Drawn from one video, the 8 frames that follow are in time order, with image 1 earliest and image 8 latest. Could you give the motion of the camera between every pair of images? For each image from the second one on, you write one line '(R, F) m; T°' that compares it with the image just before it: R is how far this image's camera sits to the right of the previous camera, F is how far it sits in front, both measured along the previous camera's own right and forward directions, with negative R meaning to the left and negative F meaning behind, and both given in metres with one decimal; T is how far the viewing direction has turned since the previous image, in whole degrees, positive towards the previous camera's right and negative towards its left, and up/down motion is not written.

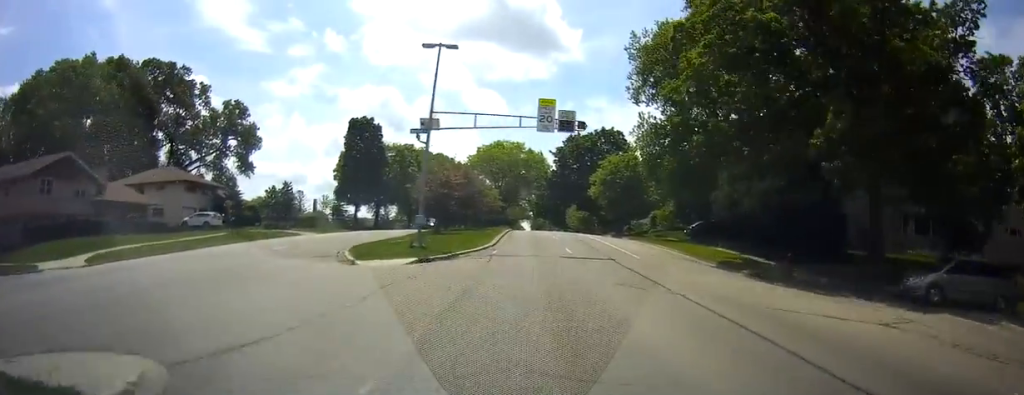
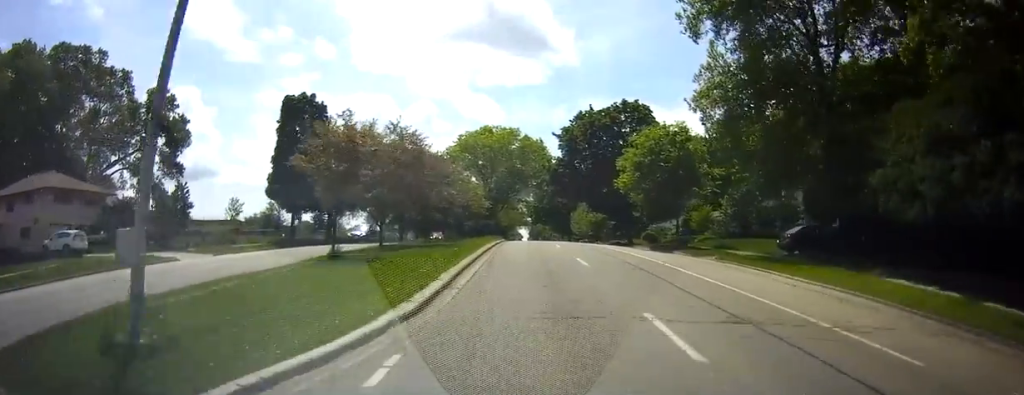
(0.0, +20.2) m; 0°
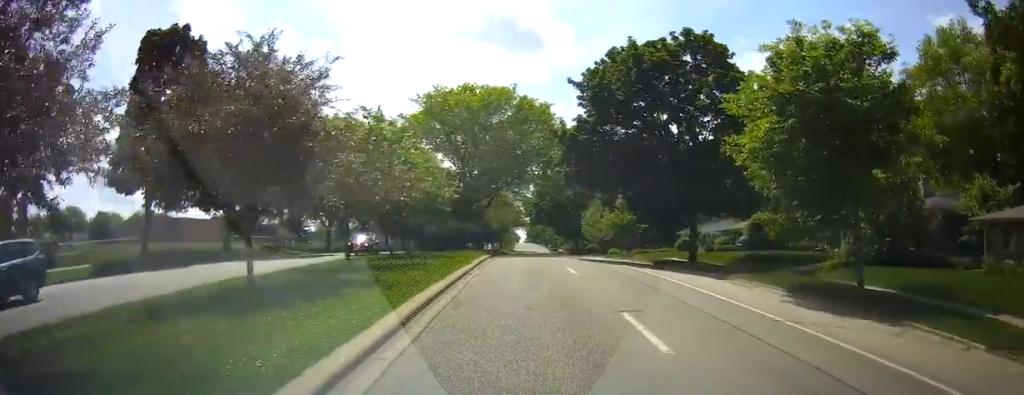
(0.0, +23.4) m; 0°
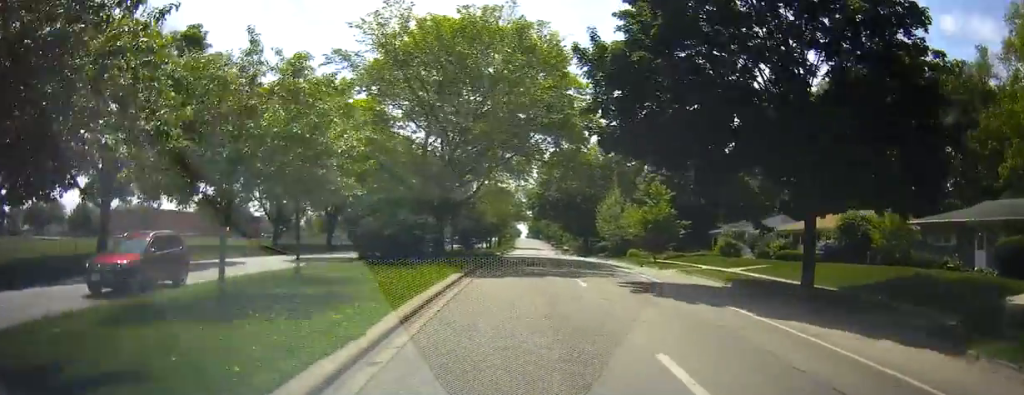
(0.0, +15.4) m; +2°
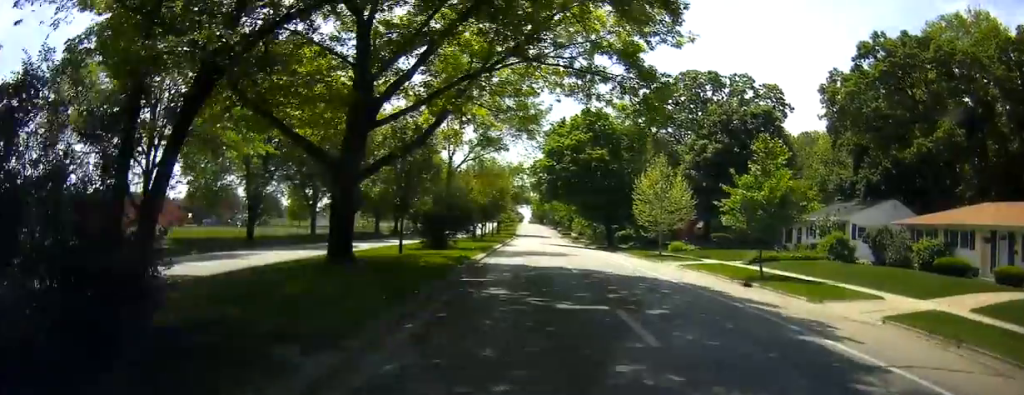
(+0.4, +20.9) m; -1°
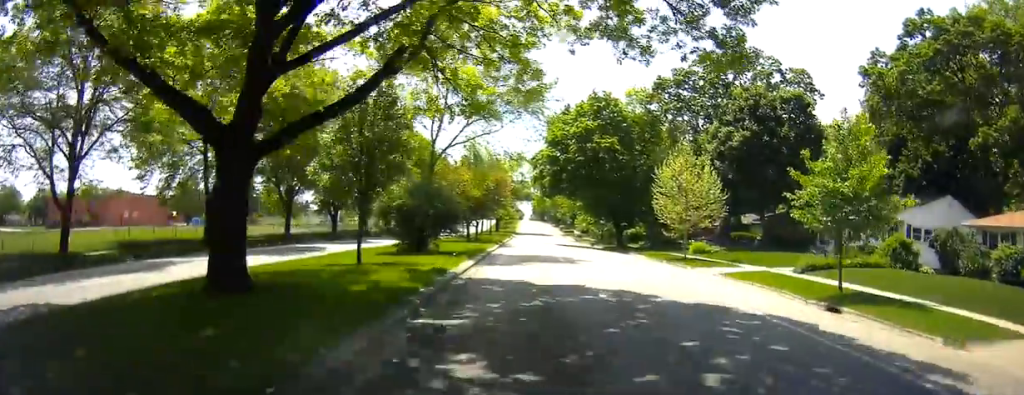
(-0.2, +7.0) m; -1°
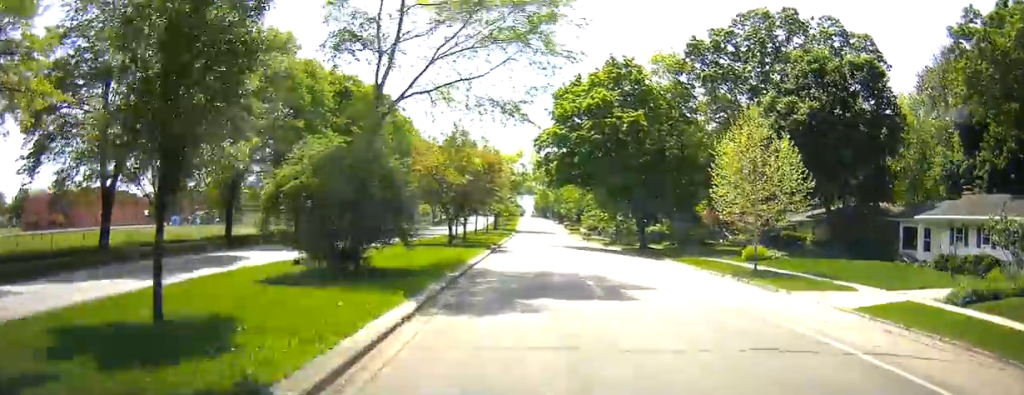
(-0.1, +12.0) m; -2°
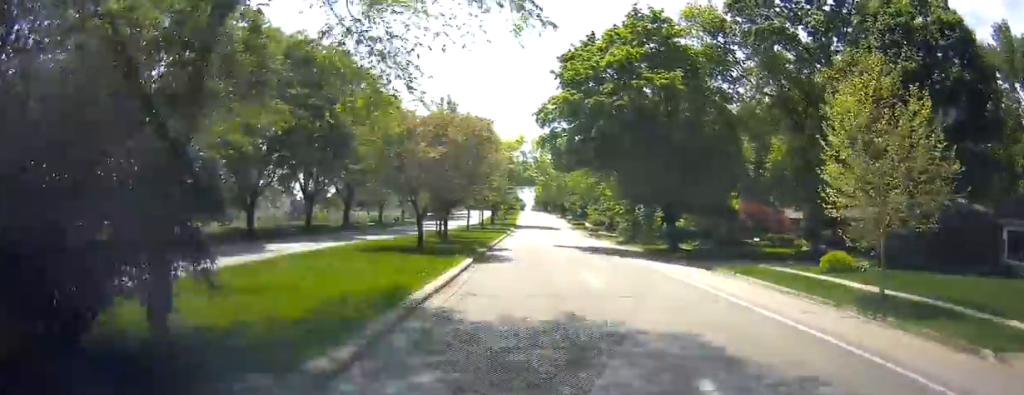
(0.0, +10.3) m; -1°
